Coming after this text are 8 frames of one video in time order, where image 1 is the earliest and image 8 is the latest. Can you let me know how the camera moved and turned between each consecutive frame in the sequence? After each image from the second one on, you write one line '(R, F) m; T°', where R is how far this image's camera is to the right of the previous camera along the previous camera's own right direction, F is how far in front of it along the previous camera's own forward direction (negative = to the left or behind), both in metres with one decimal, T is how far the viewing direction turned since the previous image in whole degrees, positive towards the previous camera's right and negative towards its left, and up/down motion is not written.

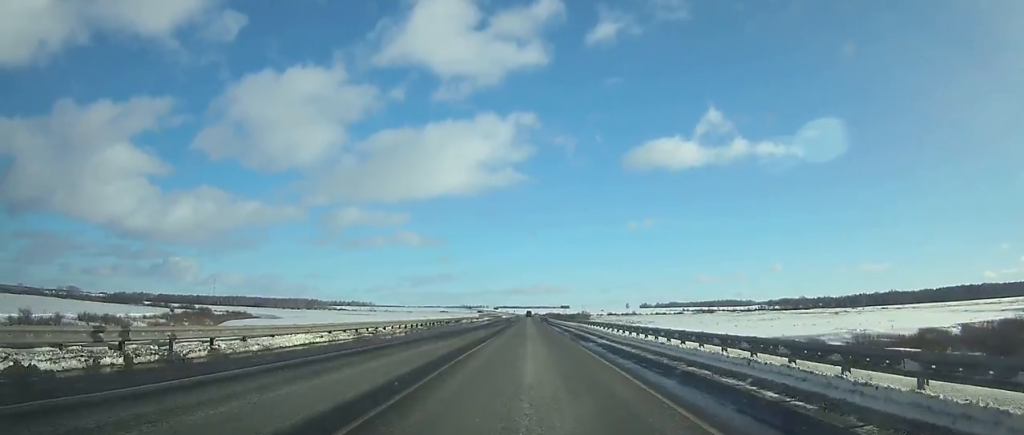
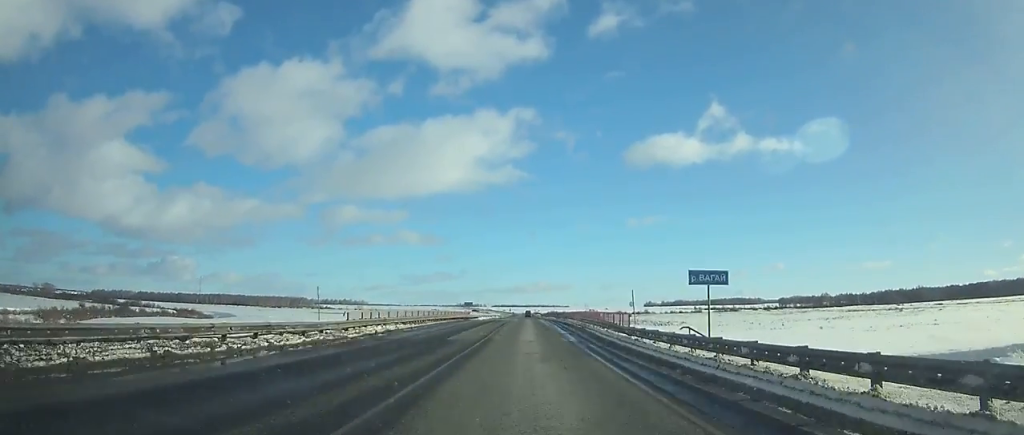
(-0.2, +81.8) m; 0°
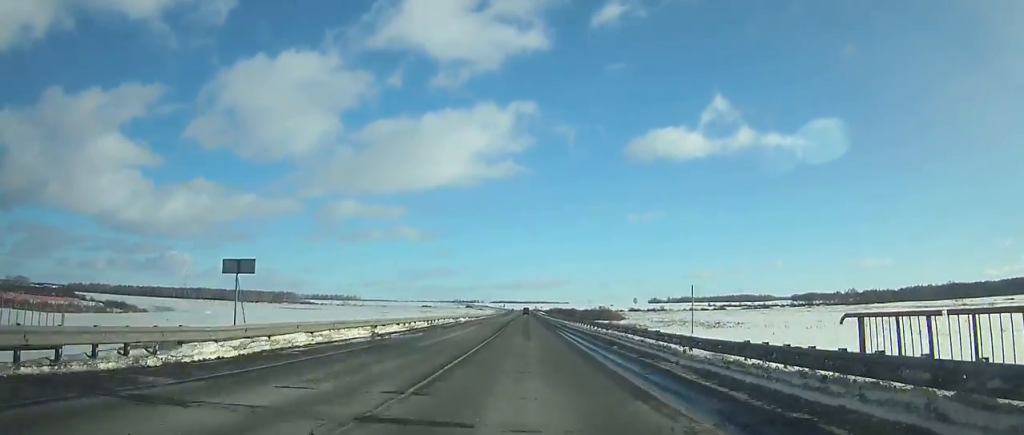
(+0.1, +82.4) m; 0°
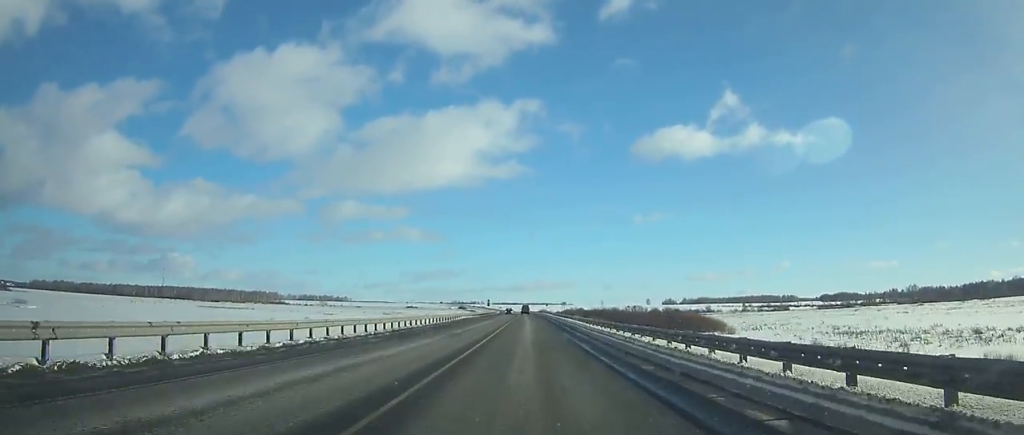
(-0.1, +132.3) m; 0°
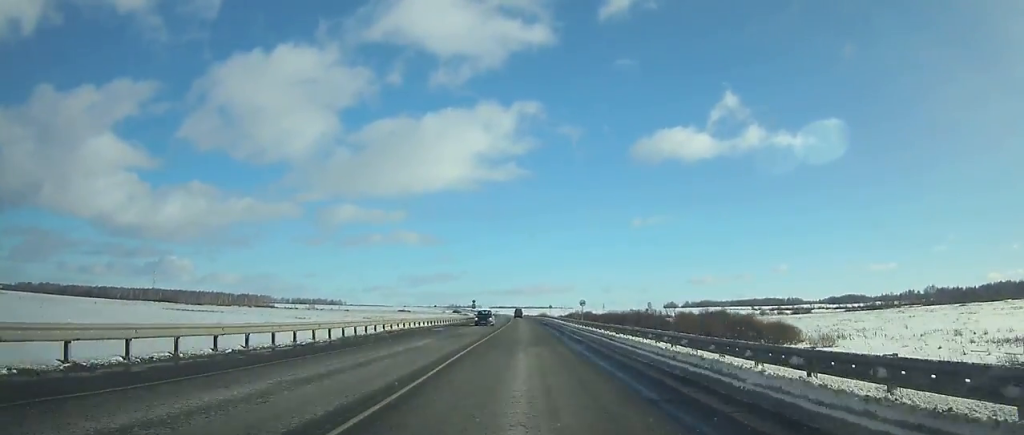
(+0.2, +38.6) m; 0°
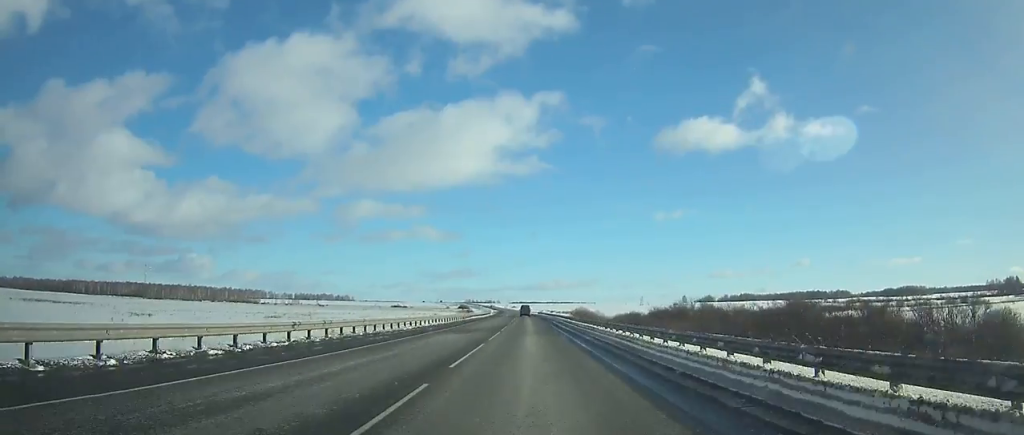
(-2.0, +135.1) m; -2°
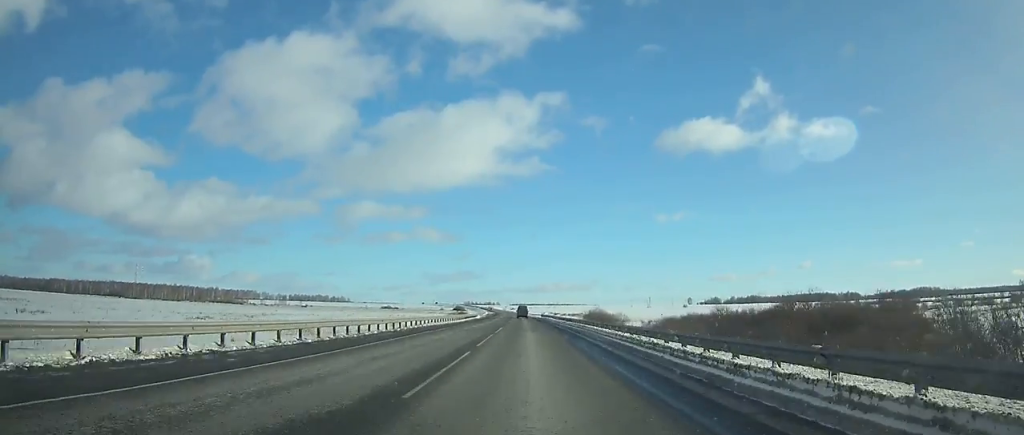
(-0.1, +40.9) m; -1°
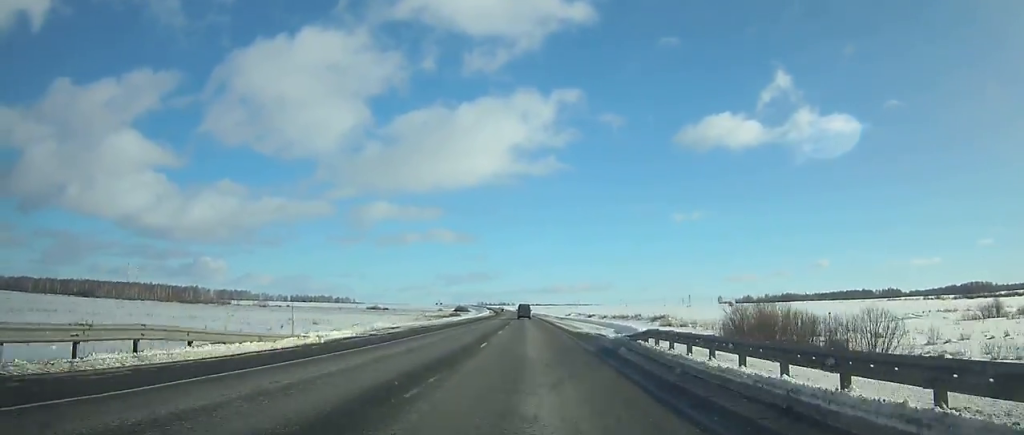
(-0.9, +95.6) m; -1°
